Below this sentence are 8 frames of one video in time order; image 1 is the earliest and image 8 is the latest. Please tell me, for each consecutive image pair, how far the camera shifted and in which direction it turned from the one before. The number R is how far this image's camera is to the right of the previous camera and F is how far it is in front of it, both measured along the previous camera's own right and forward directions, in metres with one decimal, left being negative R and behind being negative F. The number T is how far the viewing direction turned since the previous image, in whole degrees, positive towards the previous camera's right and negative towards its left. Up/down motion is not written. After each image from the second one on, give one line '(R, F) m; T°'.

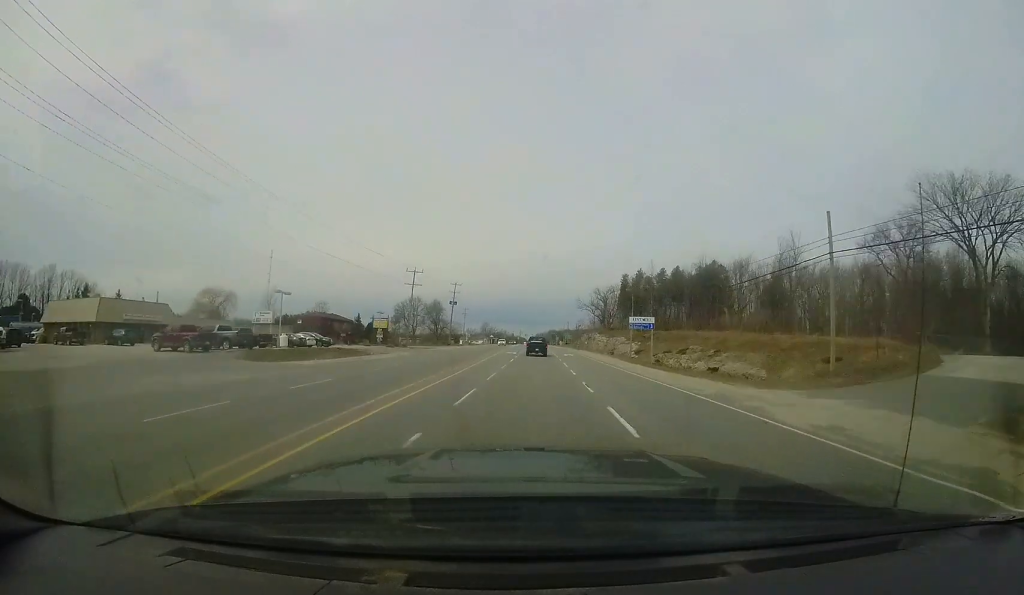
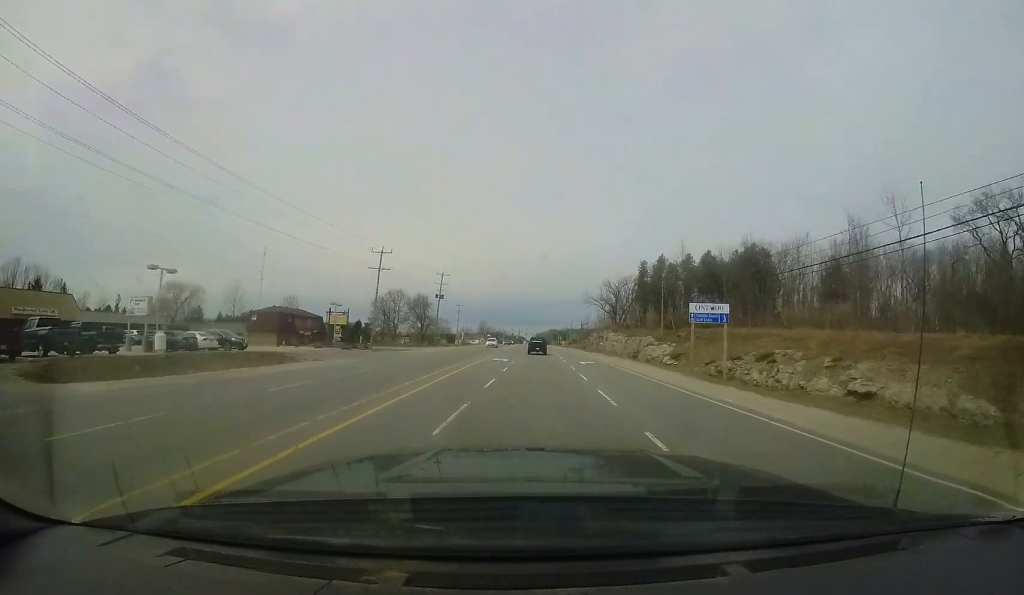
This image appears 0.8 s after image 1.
(0.0, +14.5) m; 0°
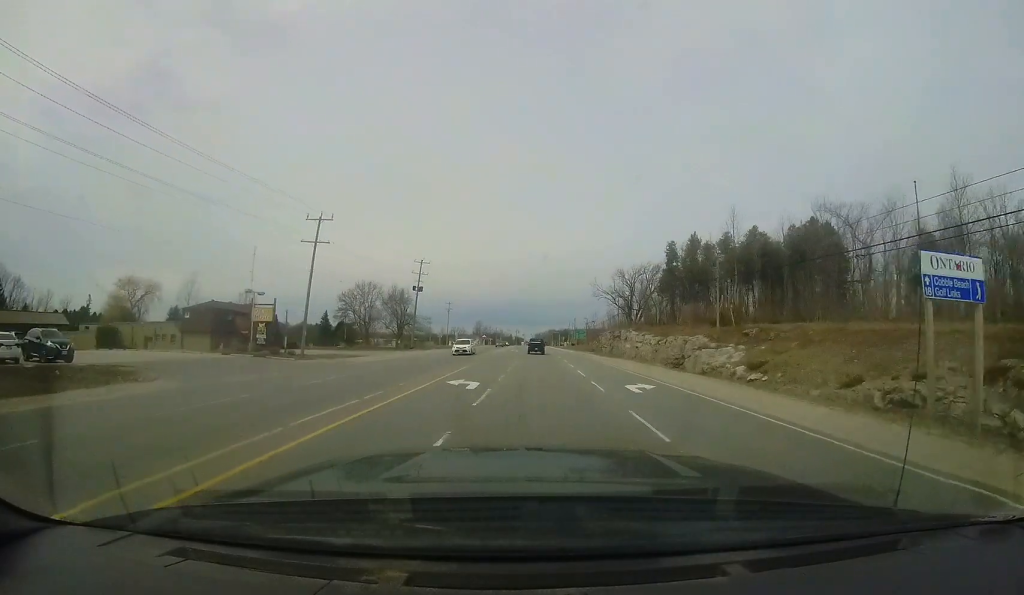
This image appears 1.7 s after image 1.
(+0.1, +15.2) m; -1°
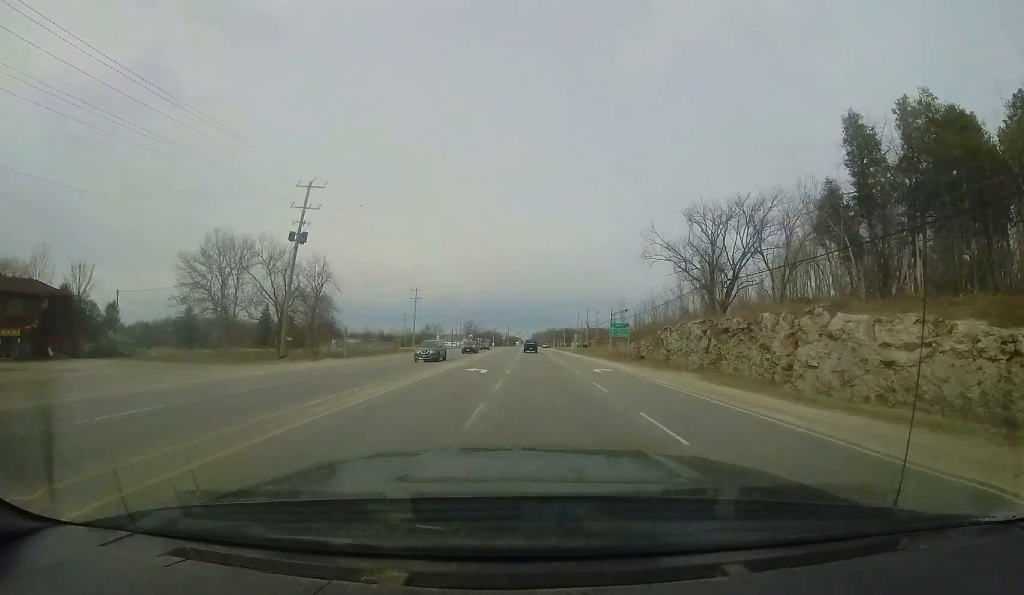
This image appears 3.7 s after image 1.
(-0.6, +35.5) m; -1°
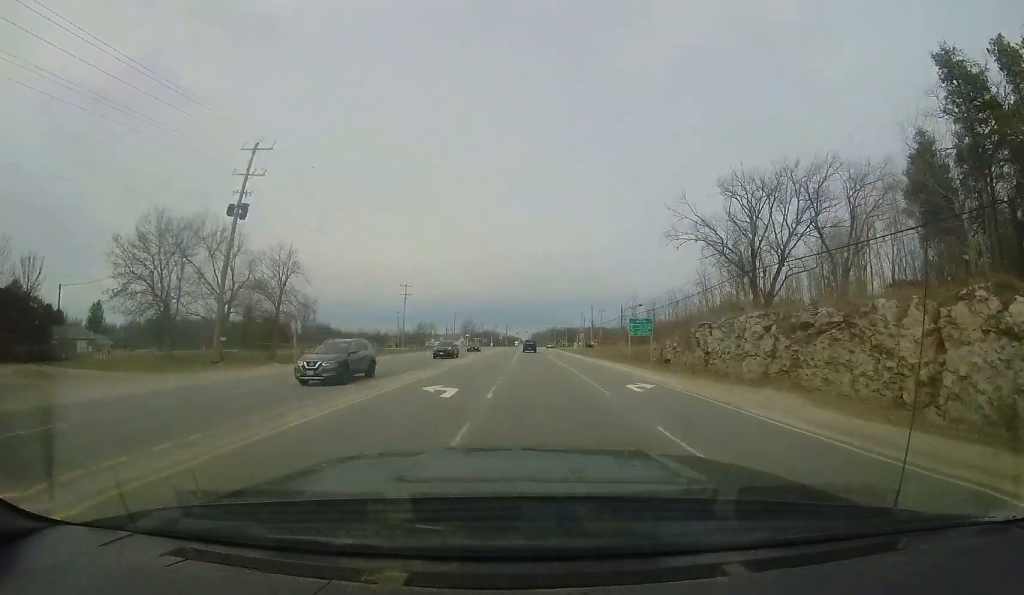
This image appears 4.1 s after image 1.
(0.0, +8.2) m; 0°
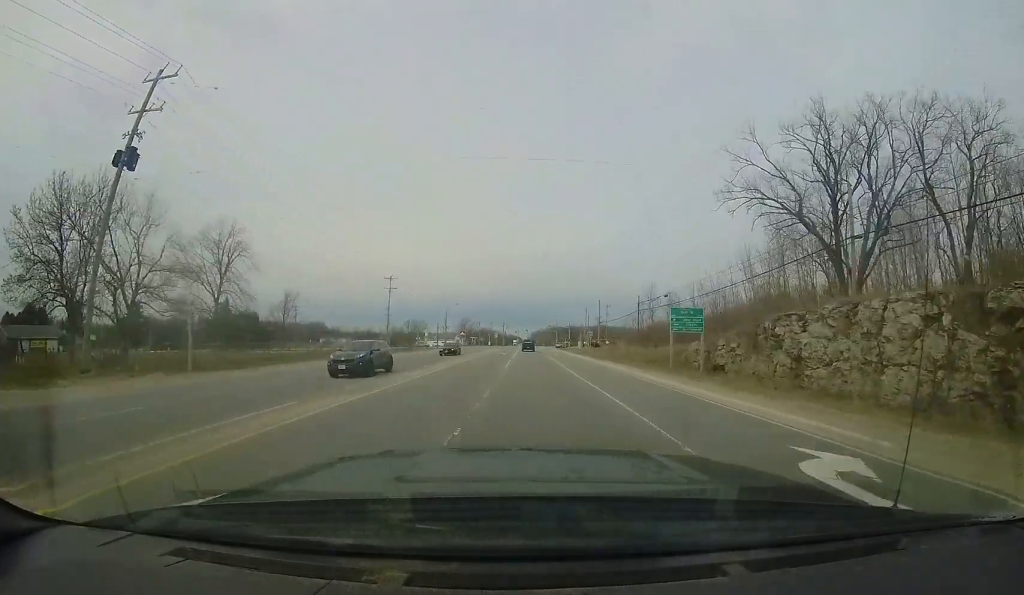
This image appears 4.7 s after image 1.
(0.0, +10.5) m; 0°
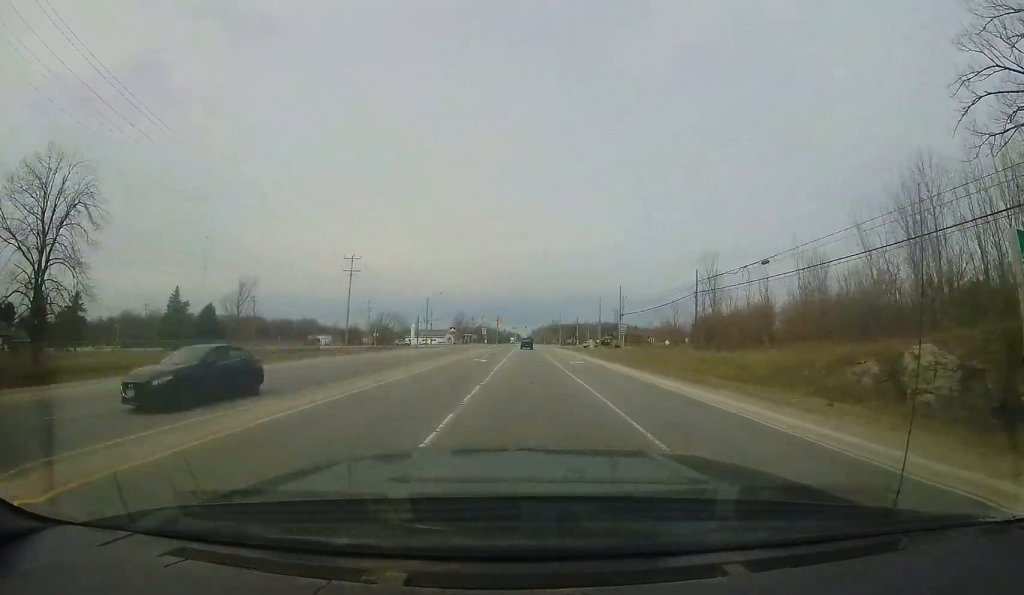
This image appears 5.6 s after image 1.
(0.0, +19.1) m; +1°
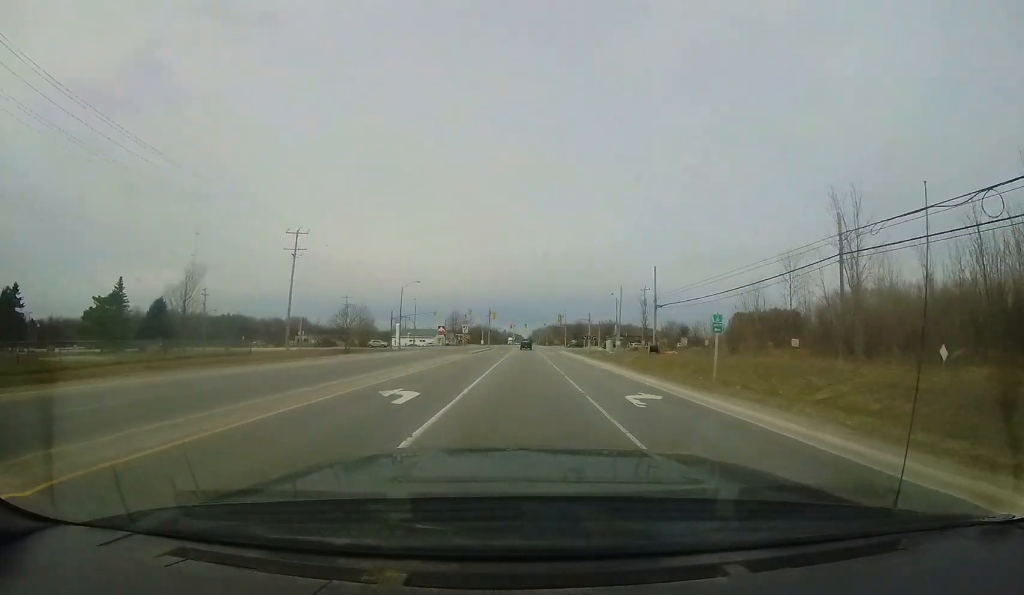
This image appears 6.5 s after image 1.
(+0.3, +17.4) m; +1°
